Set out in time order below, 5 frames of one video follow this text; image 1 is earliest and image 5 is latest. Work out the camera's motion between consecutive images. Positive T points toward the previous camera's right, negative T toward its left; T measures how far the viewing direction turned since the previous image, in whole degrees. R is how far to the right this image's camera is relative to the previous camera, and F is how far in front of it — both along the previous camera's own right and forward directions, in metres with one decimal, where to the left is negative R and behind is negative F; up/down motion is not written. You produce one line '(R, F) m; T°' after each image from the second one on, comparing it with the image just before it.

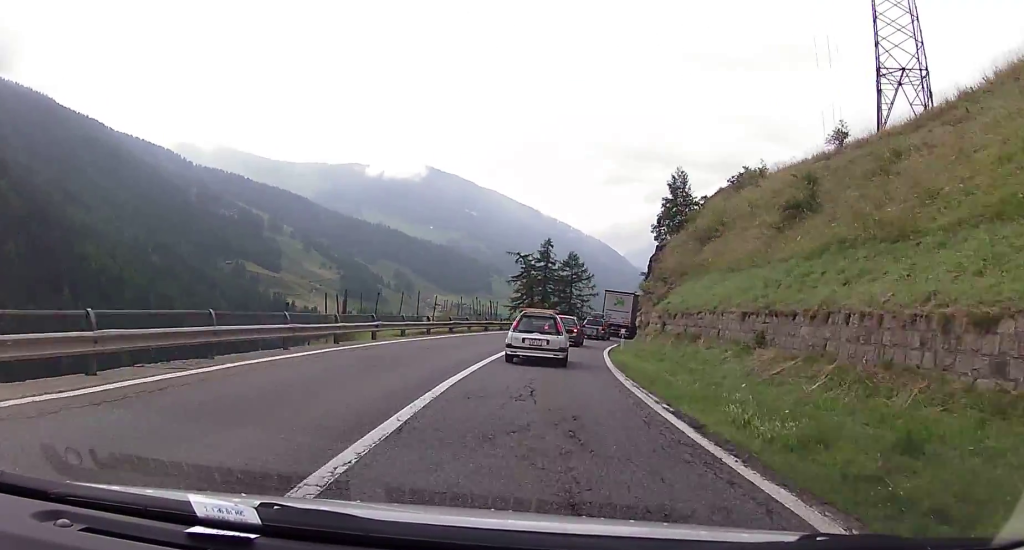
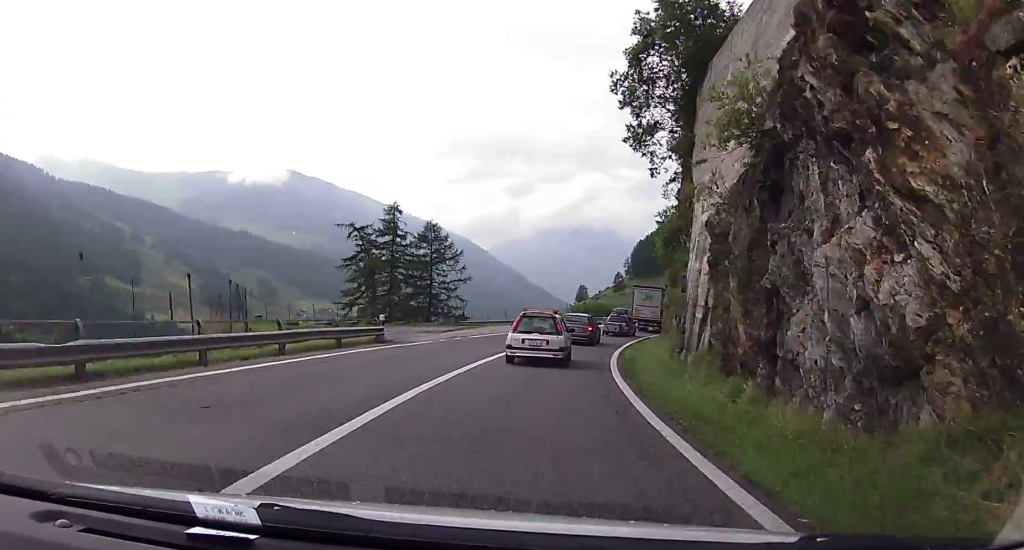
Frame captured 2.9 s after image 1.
(+3.1, +40.2) m; +13°
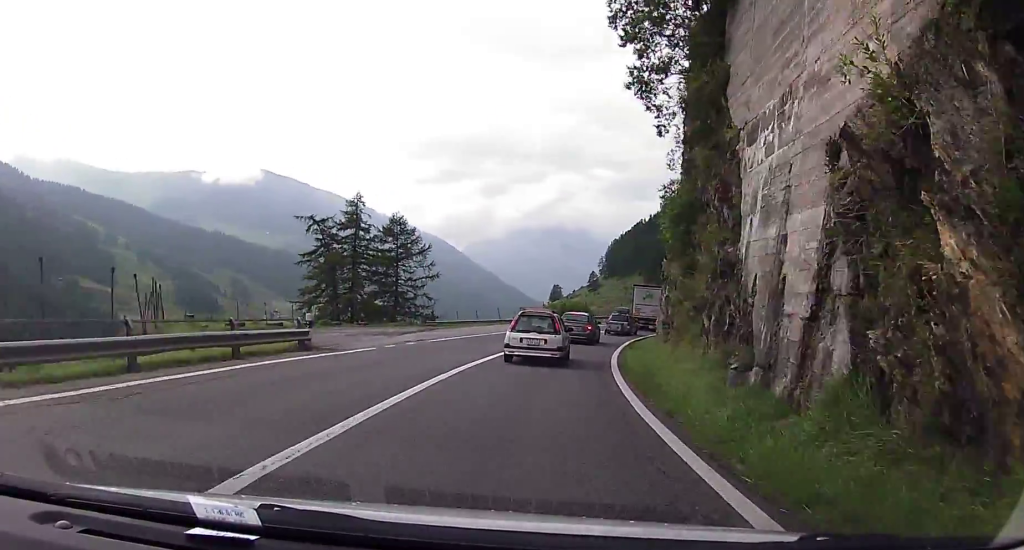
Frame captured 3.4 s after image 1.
(+0.3, +6.4) m; +3°
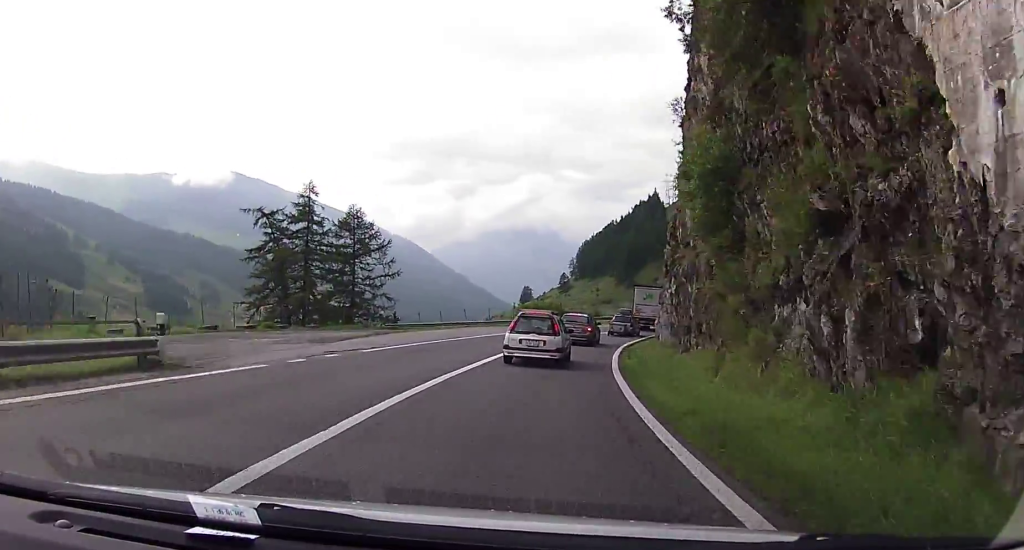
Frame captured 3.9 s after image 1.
(+0.3, +7.3) m; +2°
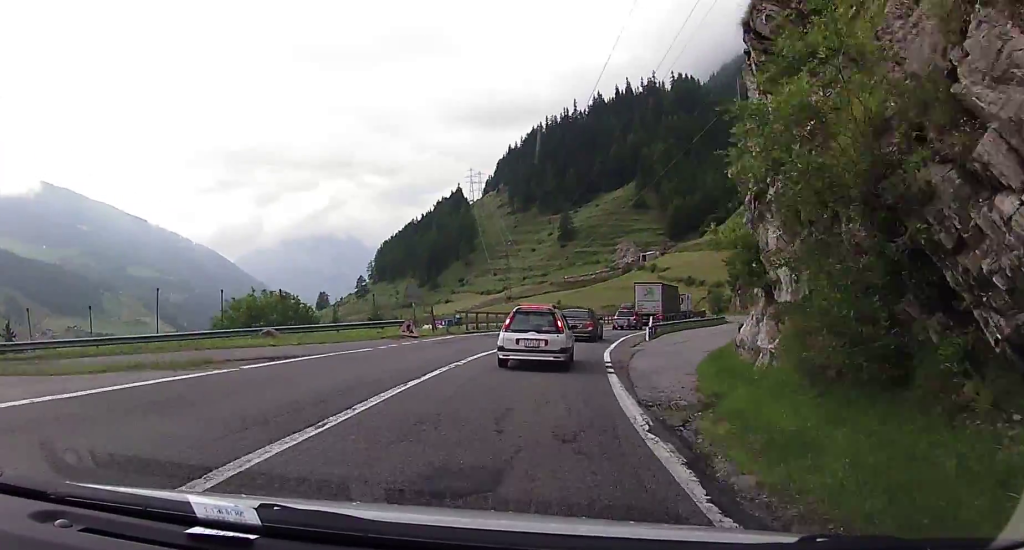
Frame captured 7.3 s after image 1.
(+4.5, +44.6) m; +14°
